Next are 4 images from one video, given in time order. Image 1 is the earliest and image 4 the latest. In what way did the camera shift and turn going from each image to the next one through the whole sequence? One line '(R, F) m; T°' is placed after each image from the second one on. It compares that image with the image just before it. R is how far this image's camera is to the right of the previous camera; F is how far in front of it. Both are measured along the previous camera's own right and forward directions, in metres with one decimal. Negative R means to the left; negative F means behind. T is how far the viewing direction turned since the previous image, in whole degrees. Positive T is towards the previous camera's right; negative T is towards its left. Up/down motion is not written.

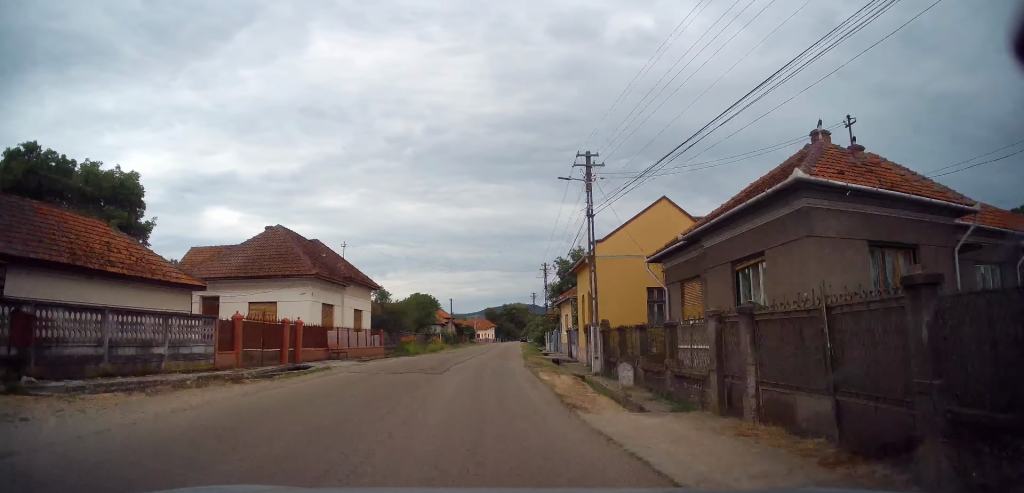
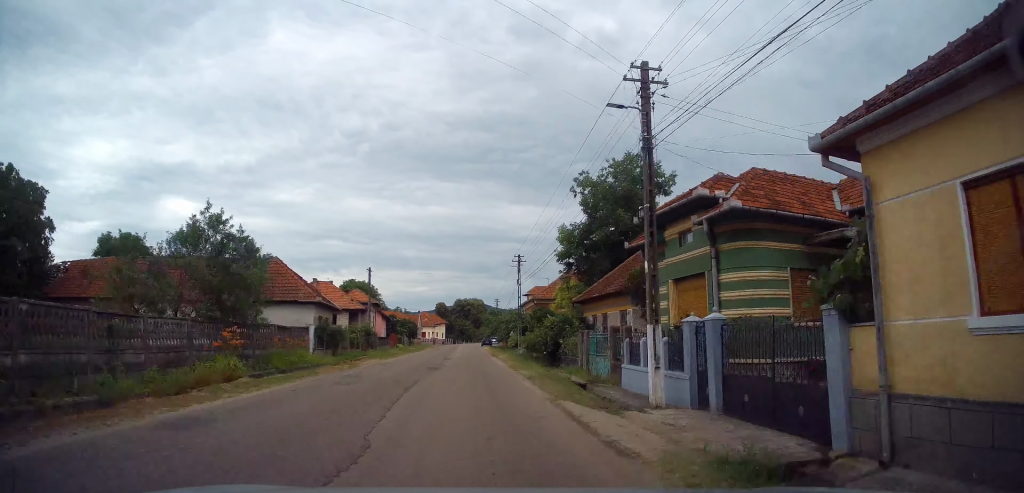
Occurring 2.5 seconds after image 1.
(+2.7, +48.3) m; +3°
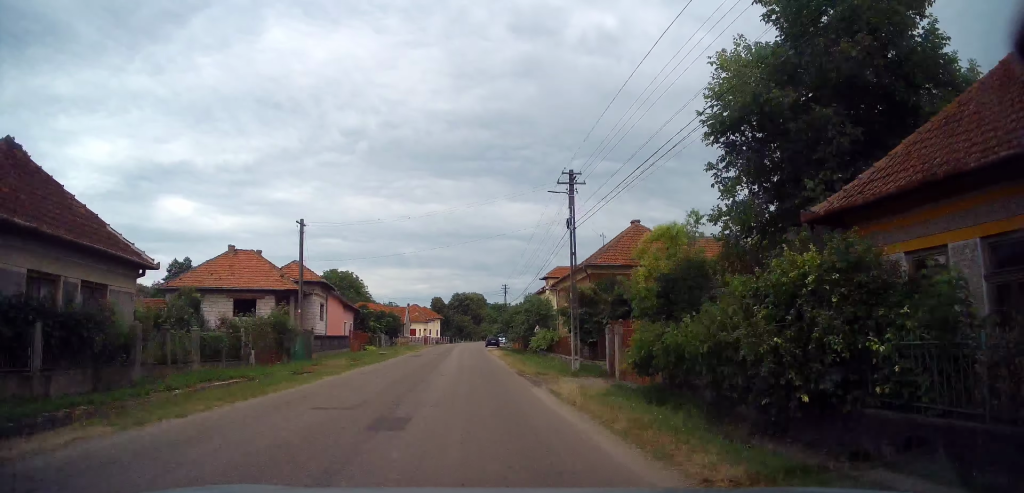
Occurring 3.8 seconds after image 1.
(-1.9, +23.9) m; -1°
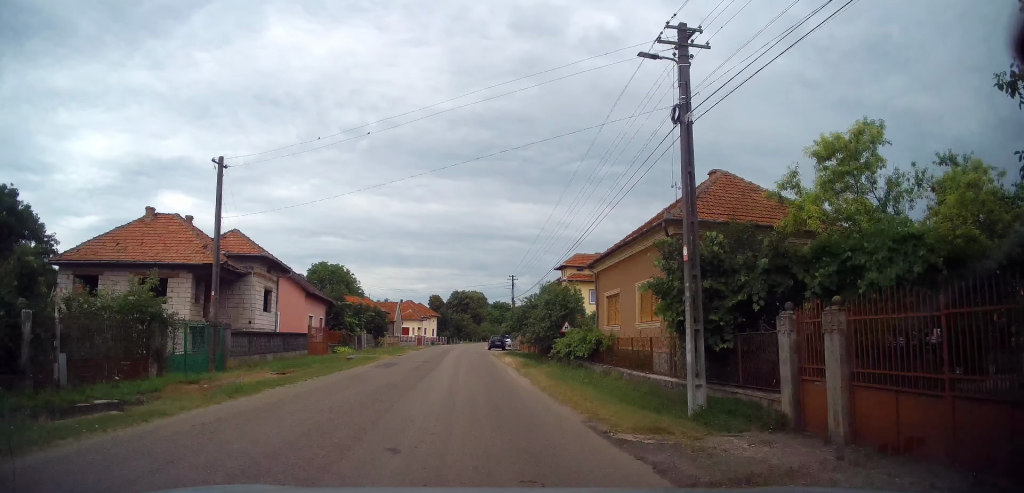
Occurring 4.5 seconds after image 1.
(-0.1, +11.2) m; +5°
